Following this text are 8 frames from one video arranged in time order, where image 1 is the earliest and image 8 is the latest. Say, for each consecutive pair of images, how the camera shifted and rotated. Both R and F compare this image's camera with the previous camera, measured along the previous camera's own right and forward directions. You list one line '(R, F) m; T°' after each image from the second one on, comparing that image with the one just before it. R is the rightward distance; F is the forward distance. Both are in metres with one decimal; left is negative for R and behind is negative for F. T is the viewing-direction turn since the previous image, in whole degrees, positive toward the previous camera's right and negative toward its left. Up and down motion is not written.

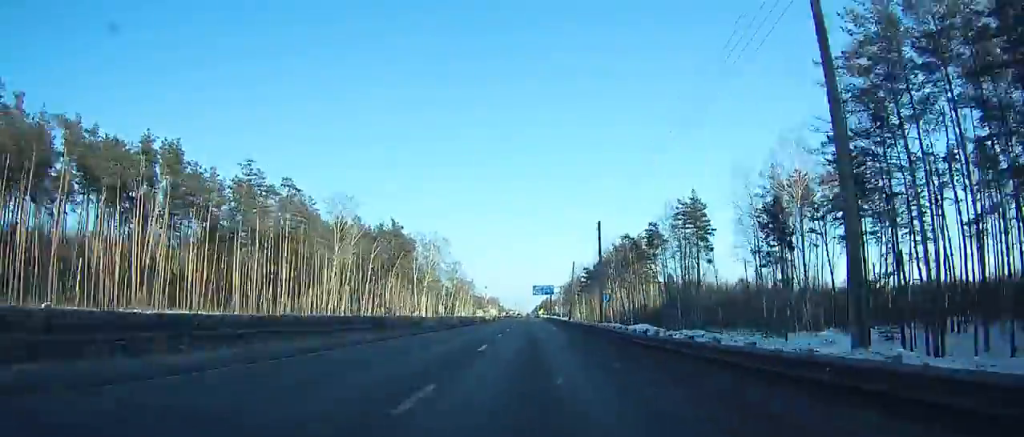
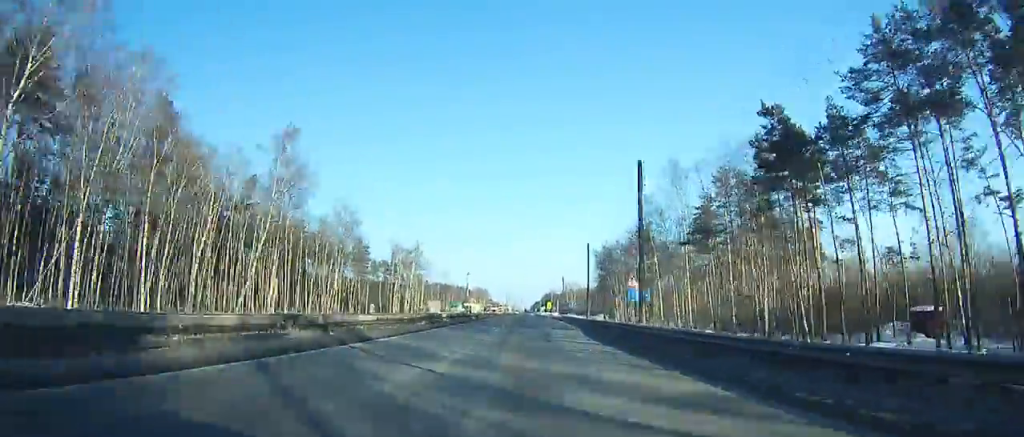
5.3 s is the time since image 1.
(+0.2, +132.8) m; 0°
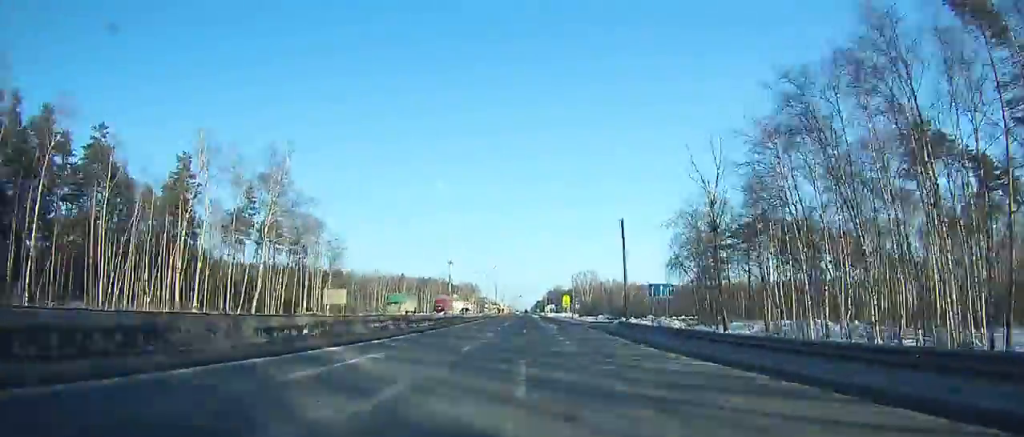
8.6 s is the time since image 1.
(+0.2, +77.0) m; 0°
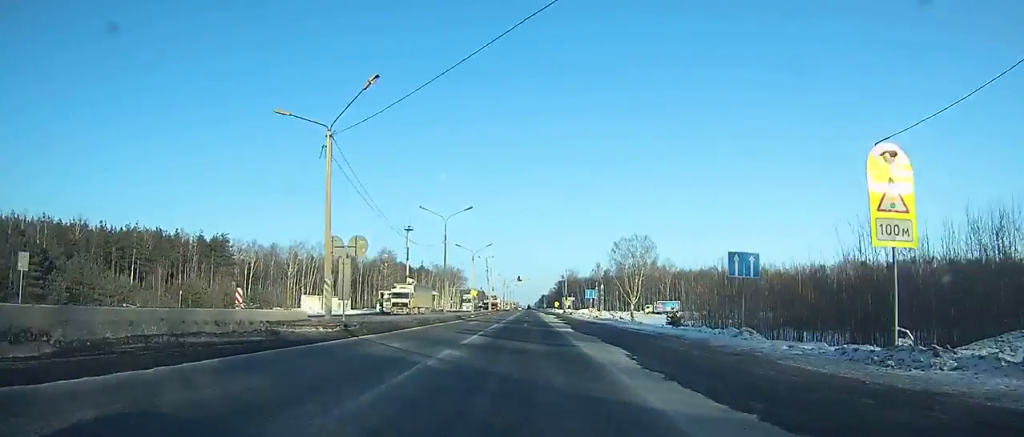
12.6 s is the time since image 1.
(-0.1, +81.6) m; 0°
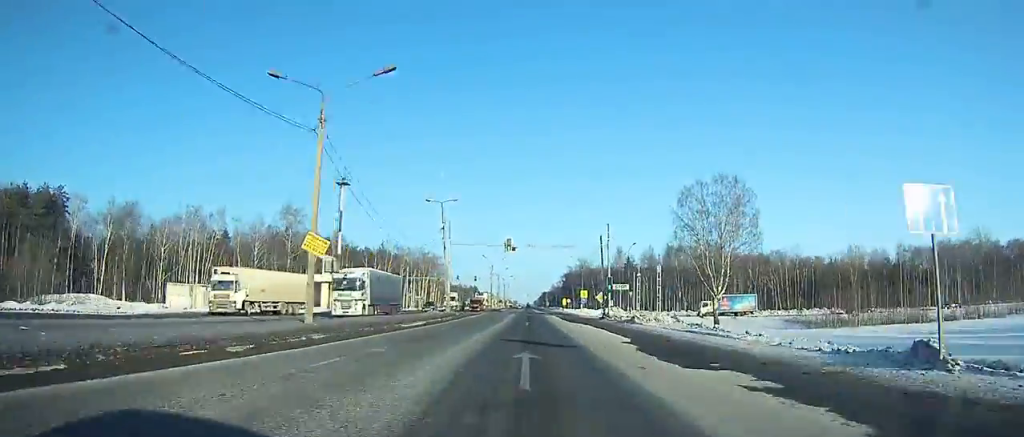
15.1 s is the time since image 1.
(-0.3, +40.3) m; 0°
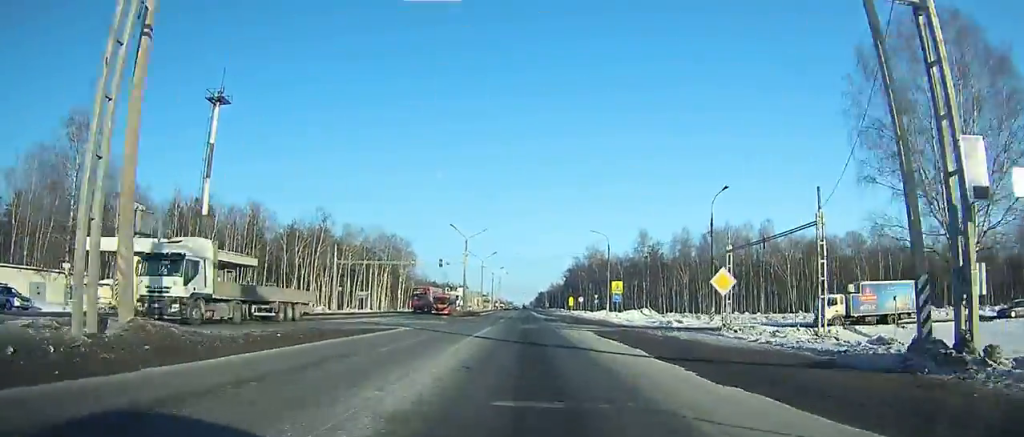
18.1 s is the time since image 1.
(-0.1, +34.3) m; -1°
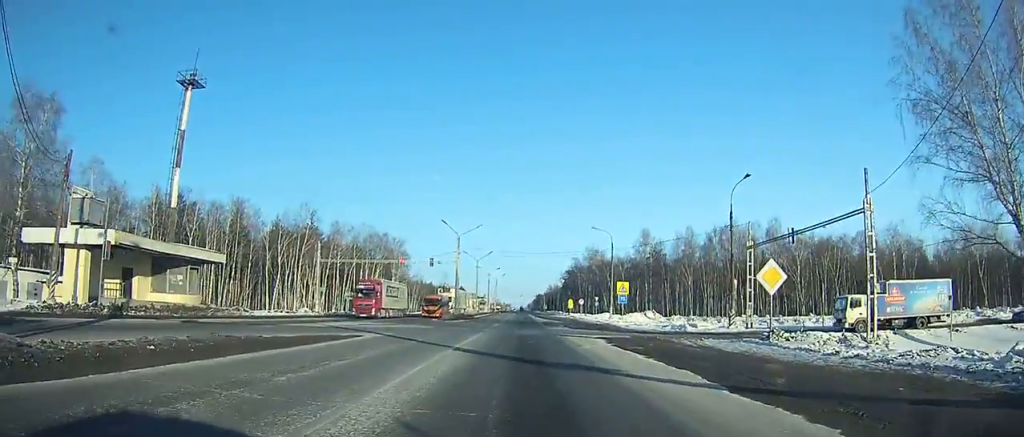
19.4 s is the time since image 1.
(0.0, +10.7) m; 0°
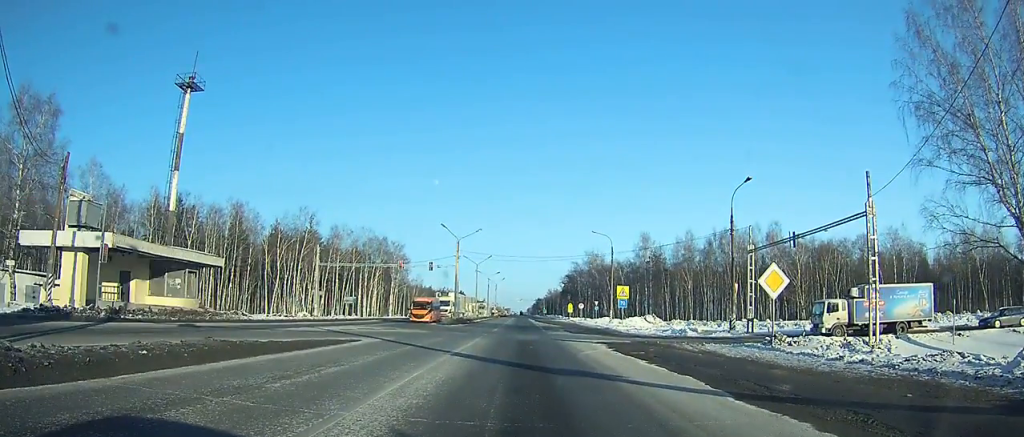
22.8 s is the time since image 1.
(-0.2, +17.0) m; 0°
